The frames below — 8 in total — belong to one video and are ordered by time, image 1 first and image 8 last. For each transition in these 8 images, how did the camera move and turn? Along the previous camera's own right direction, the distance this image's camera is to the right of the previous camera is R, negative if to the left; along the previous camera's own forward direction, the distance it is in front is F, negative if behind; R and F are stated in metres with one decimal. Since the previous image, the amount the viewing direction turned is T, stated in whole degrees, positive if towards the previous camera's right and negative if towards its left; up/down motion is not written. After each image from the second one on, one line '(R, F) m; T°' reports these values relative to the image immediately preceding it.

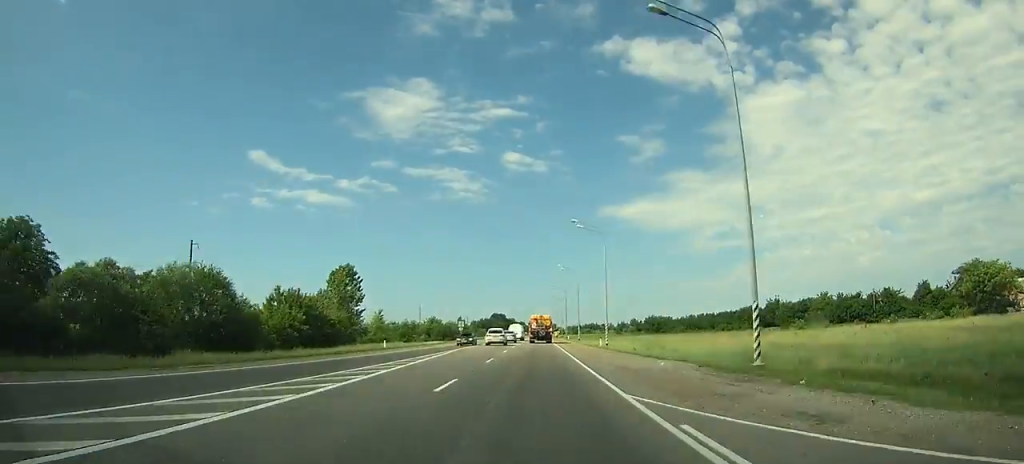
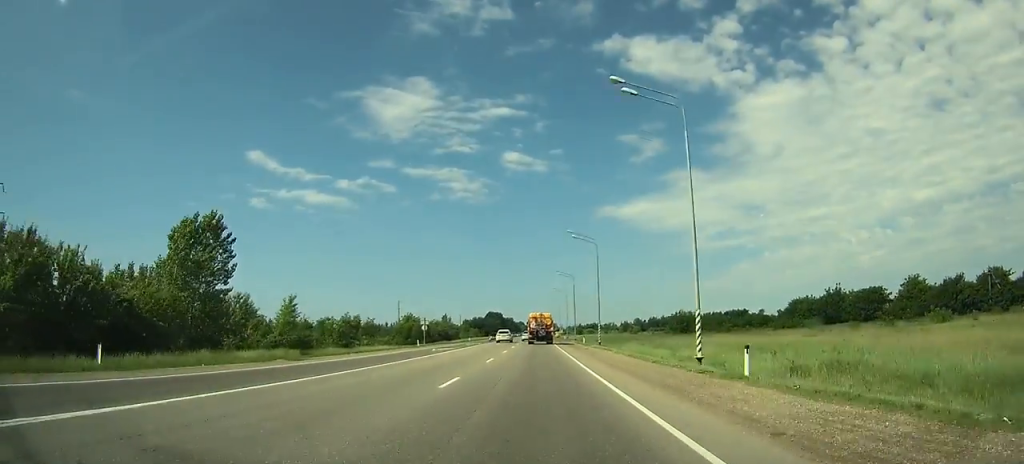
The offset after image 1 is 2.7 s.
(0.0, +33.5) m; 0°
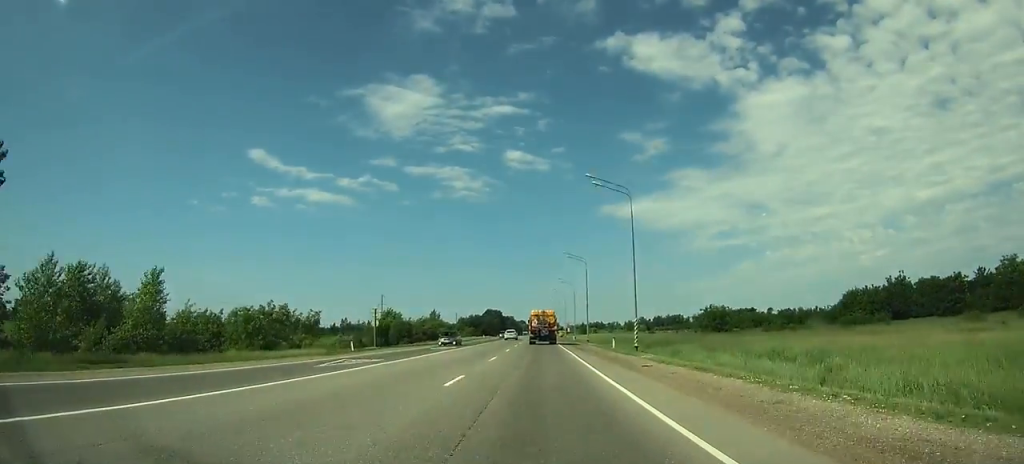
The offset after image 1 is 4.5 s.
(0.0, +22.9) m; 0°
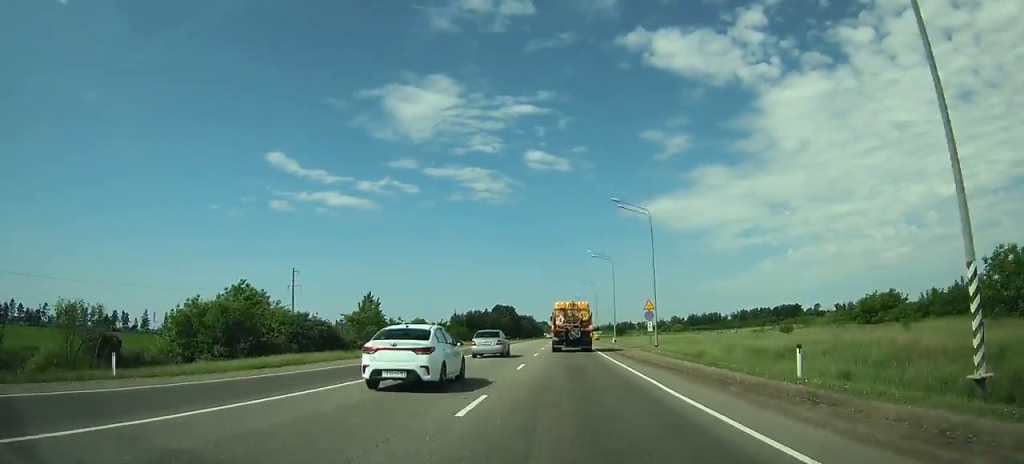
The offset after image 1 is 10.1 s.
(-0.3, +80.8) m; -1°
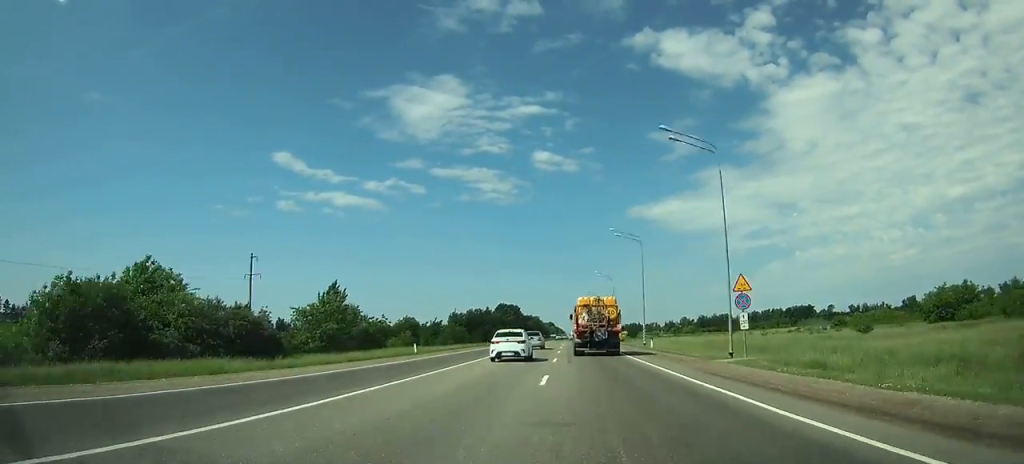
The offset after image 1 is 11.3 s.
(-0.2, +20.3) m; 0°
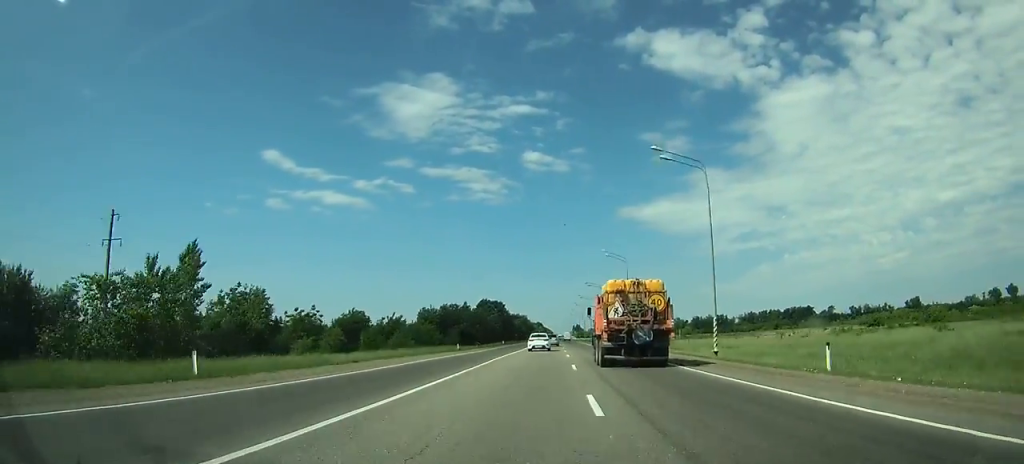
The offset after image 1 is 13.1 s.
(-0.5, +30.7) m; 0°
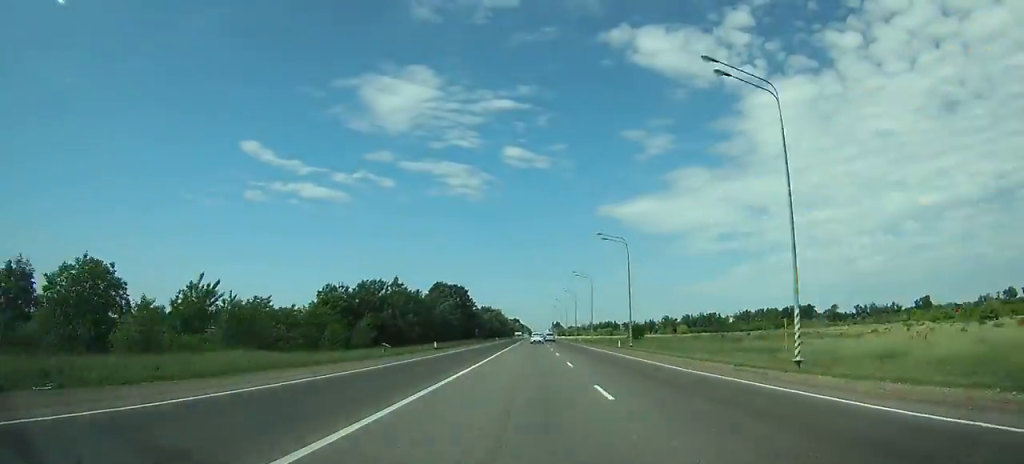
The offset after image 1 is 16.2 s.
(+0.9, +57.2) m; +2°
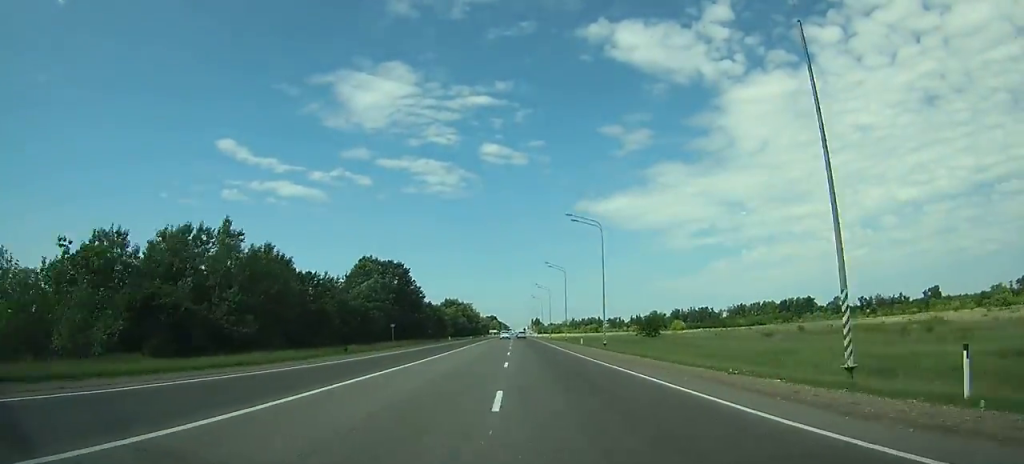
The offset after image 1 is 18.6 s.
(+0.8, +46.7) m; 0°
